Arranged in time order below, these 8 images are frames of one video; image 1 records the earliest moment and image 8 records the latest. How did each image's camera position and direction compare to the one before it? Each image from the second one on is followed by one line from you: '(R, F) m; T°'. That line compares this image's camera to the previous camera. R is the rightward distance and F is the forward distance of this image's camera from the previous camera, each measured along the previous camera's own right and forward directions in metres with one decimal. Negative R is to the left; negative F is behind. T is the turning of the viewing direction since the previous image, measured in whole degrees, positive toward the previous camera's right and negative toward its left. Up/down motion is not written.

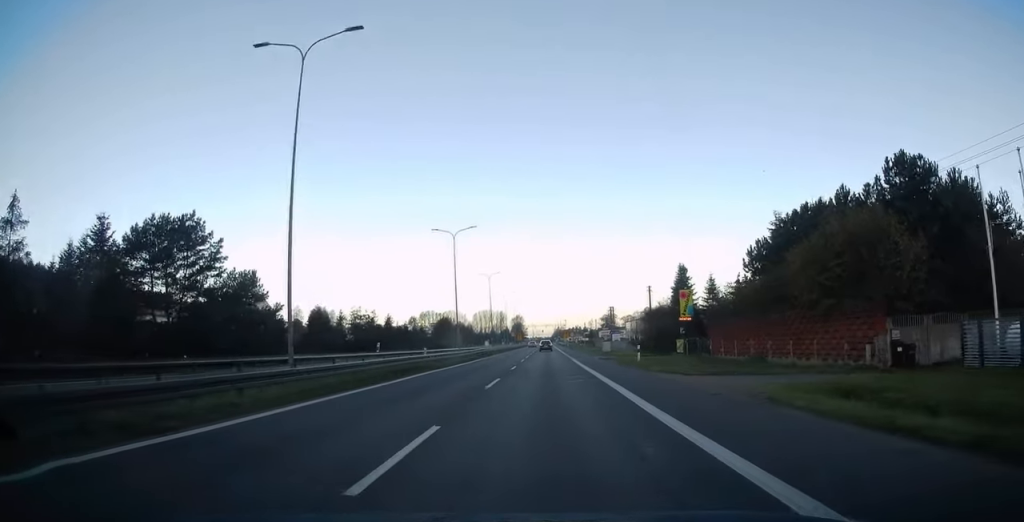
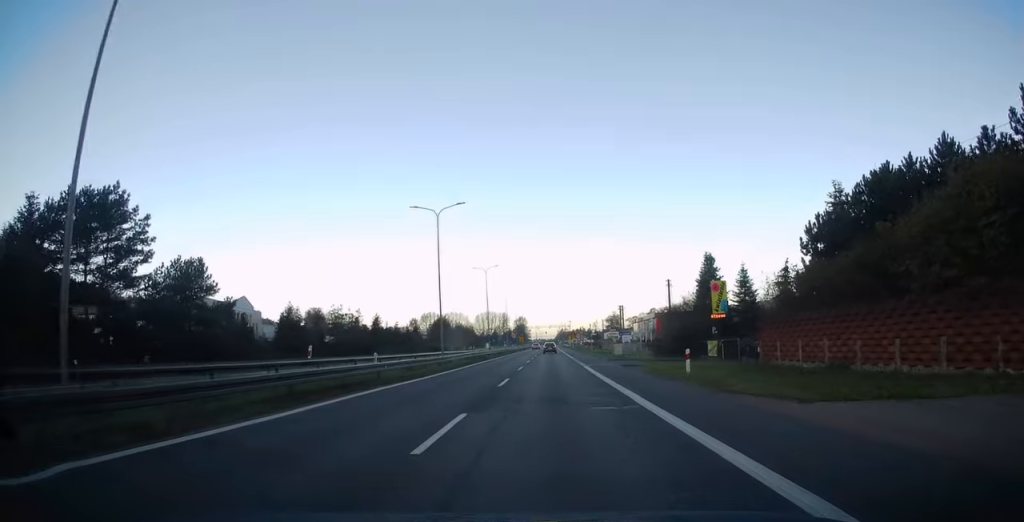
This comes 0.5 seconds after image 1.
(-0.2, +10.0) m; 0°
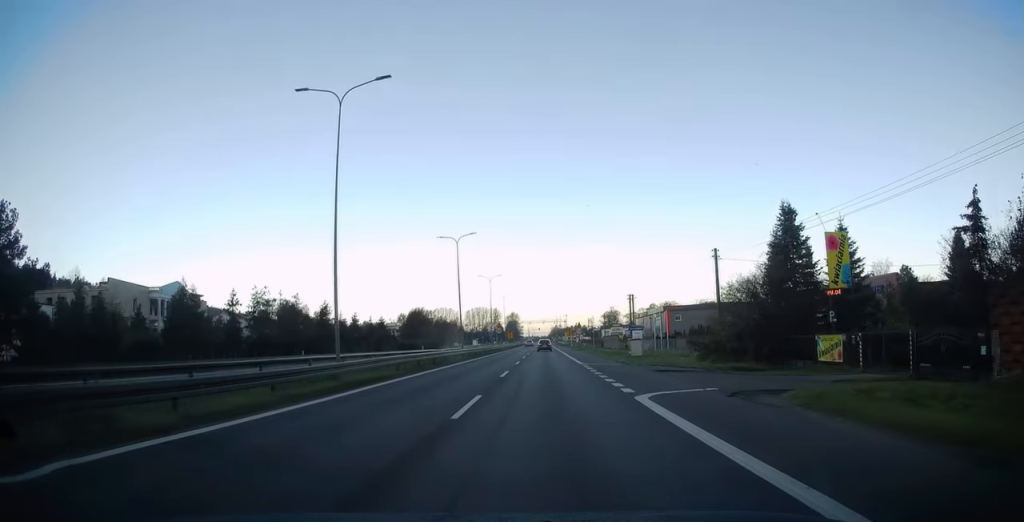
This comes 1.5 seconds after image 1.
(0.0, +21.1) m; +1°
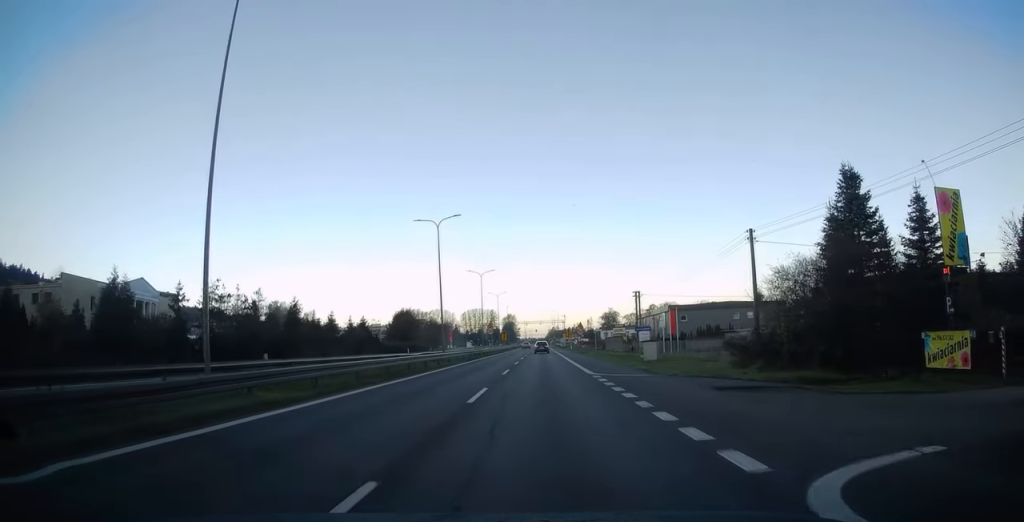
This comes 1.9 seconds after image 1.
(+0.1, +9.1) m; +1°
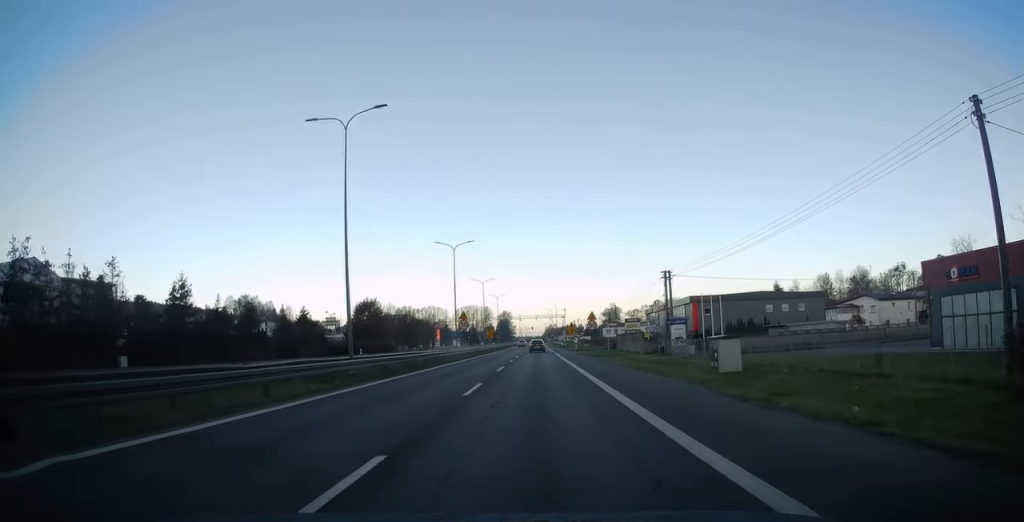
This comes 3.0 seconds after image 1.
(0.0, +23.0) m; 0°
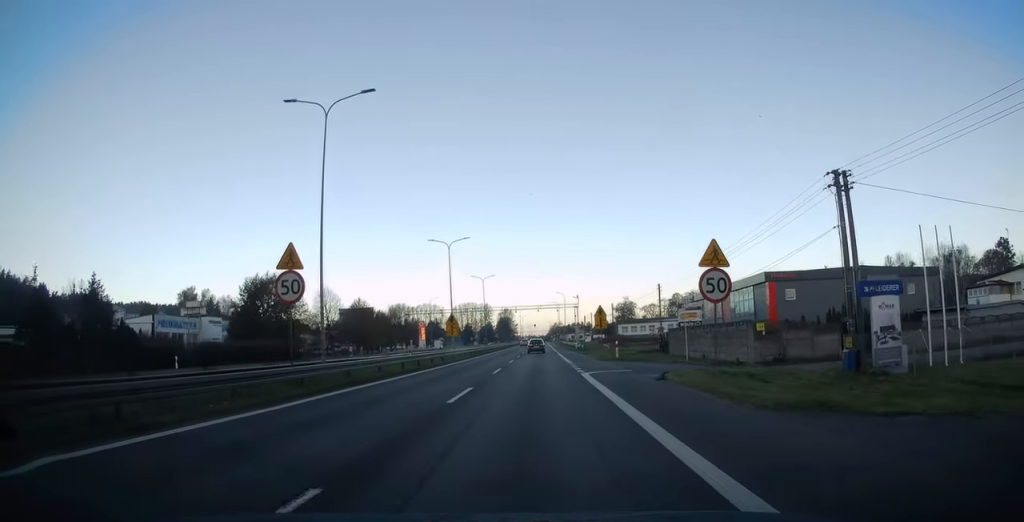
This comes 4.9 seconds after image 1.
(0.0, +38.0) m; -1°
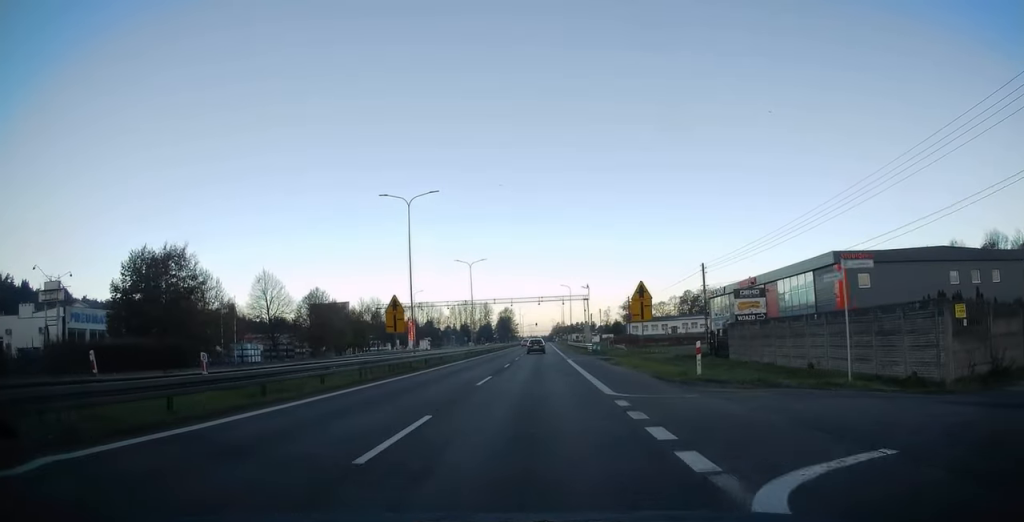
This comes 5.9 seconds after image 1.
(-0.4, +18.7) m; 0°
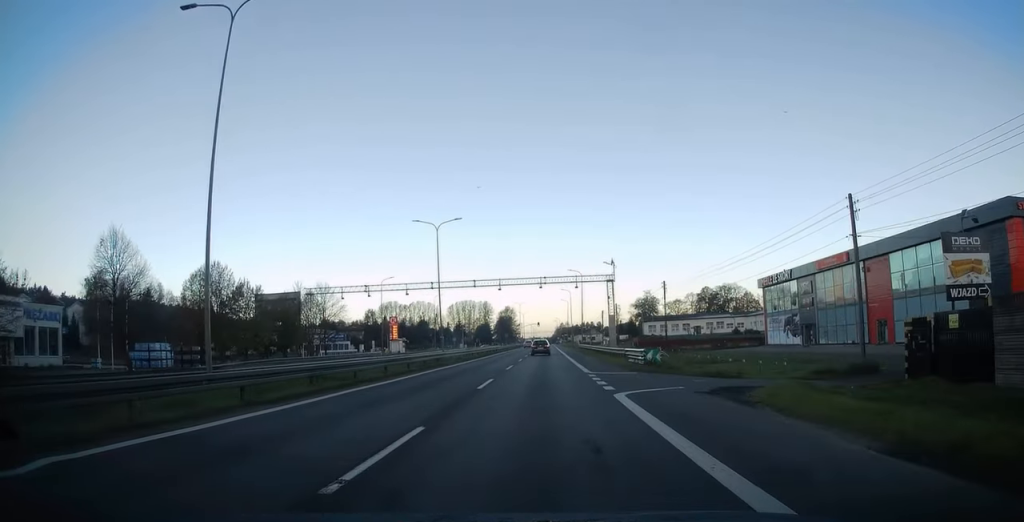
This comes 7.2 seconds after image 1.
(+0.6, +25.5) m; +1°
